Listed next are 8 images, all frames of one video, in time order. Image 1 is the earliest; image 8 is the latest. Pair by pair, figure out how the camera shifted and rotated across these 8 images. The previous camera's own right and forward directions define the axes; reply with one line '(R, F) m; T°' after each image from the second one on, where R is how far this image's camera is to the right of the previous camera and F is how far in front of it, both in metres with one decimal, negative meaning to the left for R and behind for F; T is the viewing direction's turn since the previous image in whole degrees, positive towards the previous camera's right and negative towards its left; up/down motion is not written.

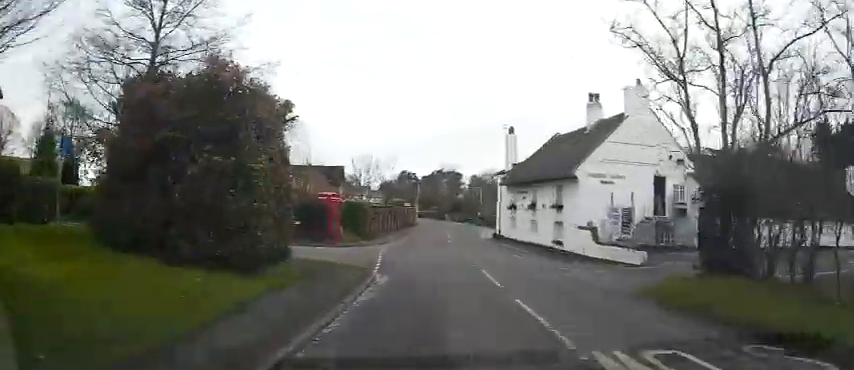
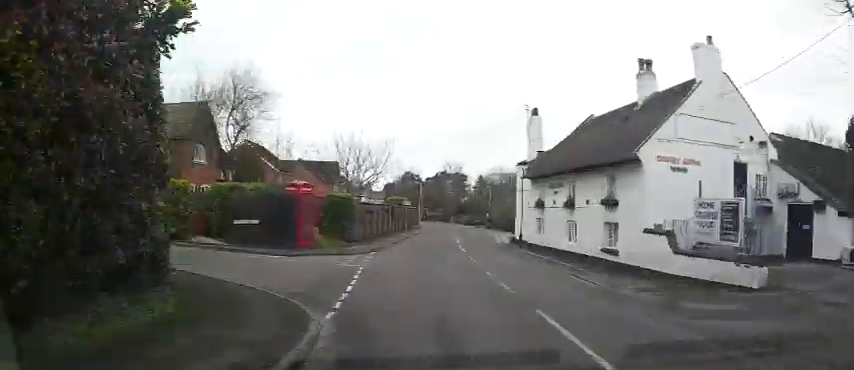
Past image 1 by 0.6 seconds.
(+0.3, +6.9) m; 0°
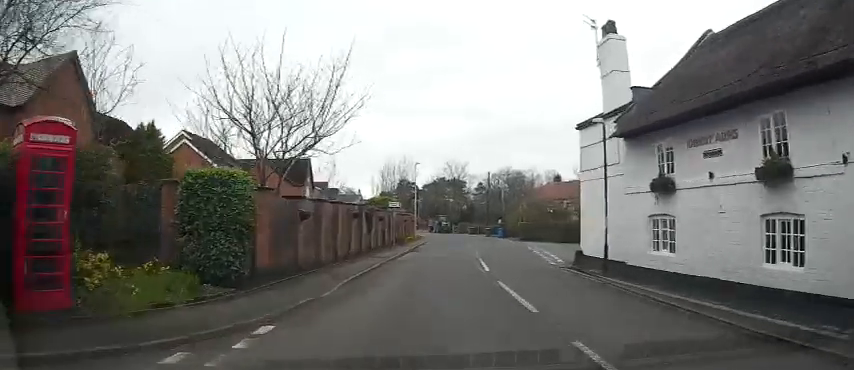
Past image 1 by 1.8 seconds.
(-0.3, +15.0) m; 0°
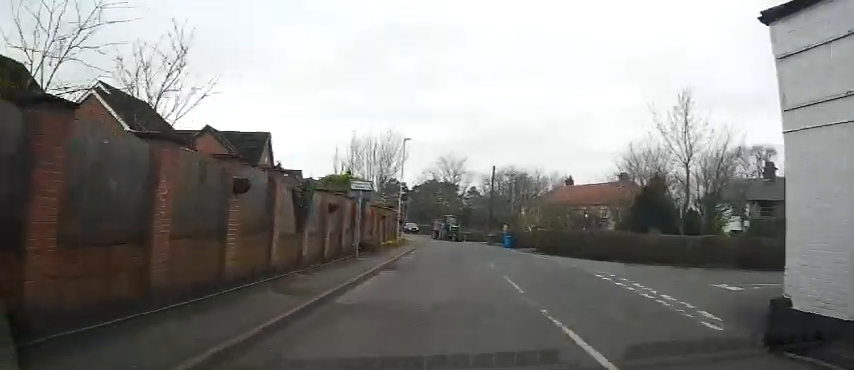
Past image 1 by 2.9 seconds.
(+0.4, +12.4) m; +2°
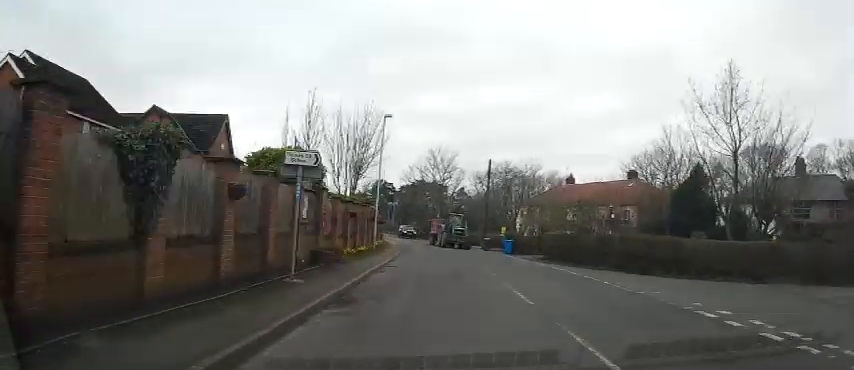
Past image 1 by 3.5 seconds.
(0.0, +6.8) m; 0°
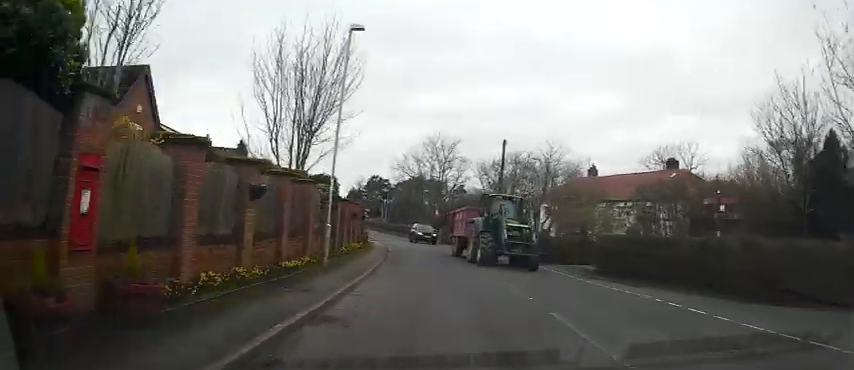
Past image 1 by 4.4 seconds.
(0.0, +10.9) m; 0°
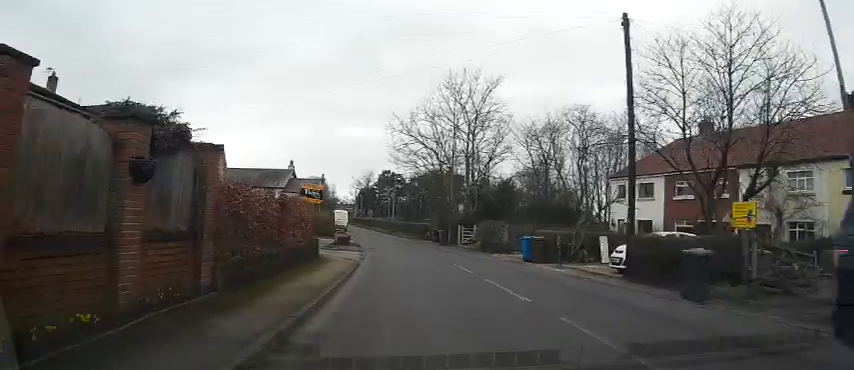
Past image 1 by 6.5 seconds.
(-0.6, +23.2) m; -2°
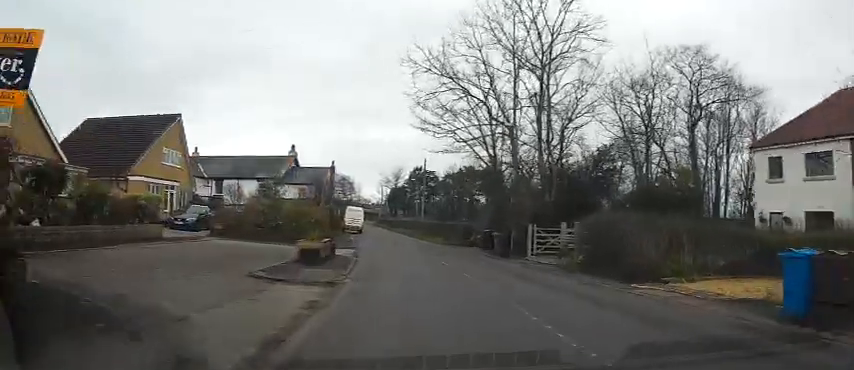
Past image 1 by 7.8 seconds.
(+0.3, +15.3) m; -3°
